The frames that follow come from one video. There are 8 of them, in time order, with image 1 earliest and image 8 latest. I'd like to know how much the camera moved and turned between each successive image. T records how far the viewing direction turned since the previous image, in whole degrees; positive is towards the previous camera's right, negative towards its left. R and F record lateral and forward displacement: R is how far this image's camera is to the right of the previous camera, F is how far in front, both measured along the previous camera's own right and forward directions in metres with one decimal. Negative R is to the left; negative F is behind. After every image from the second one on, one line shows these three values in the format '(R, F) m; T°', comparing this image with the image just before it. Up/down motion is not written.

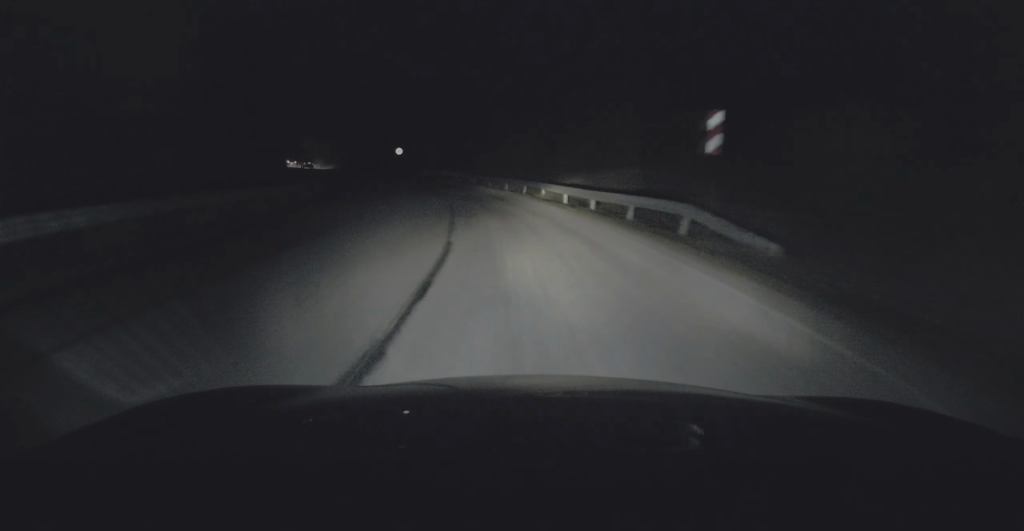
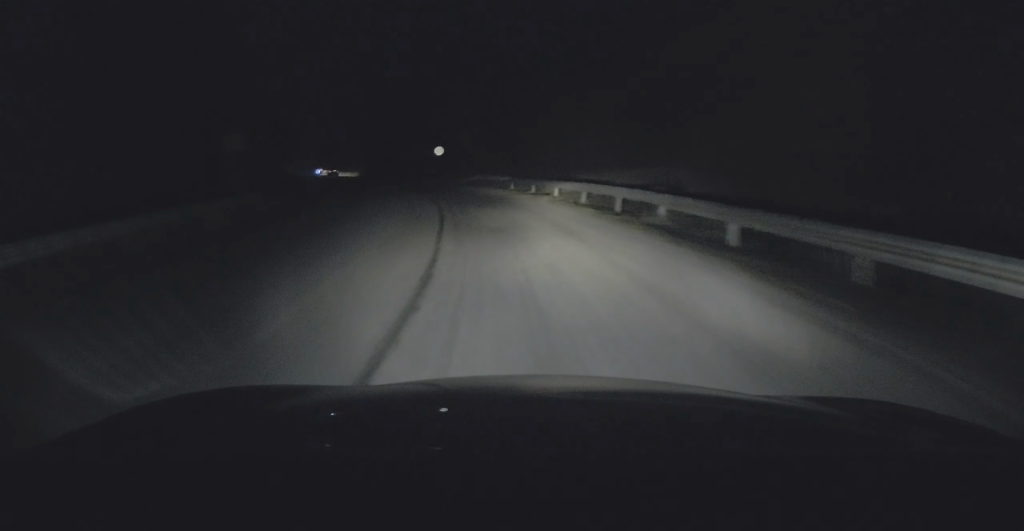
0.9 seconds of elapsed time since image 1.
(-0.1, +13.9) m; -7°
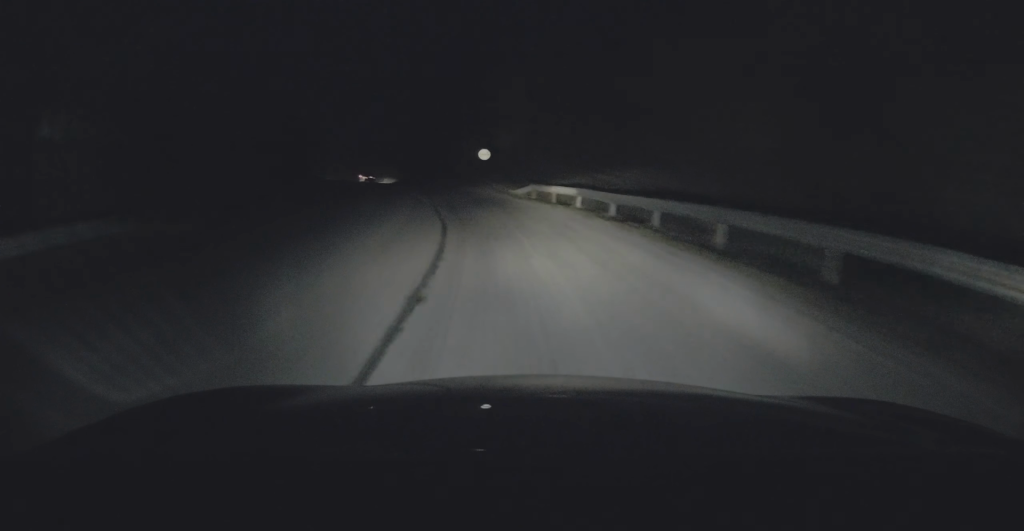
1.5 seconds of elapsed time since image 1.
(-1.0, +10.1) m; -5°
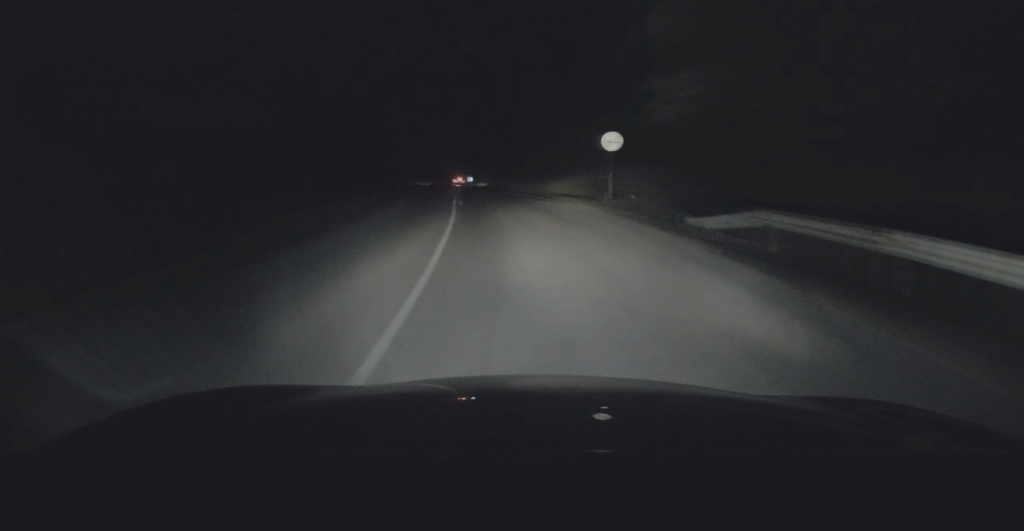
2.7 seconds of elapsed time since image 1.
(-1.3, +19.2) m; -7°
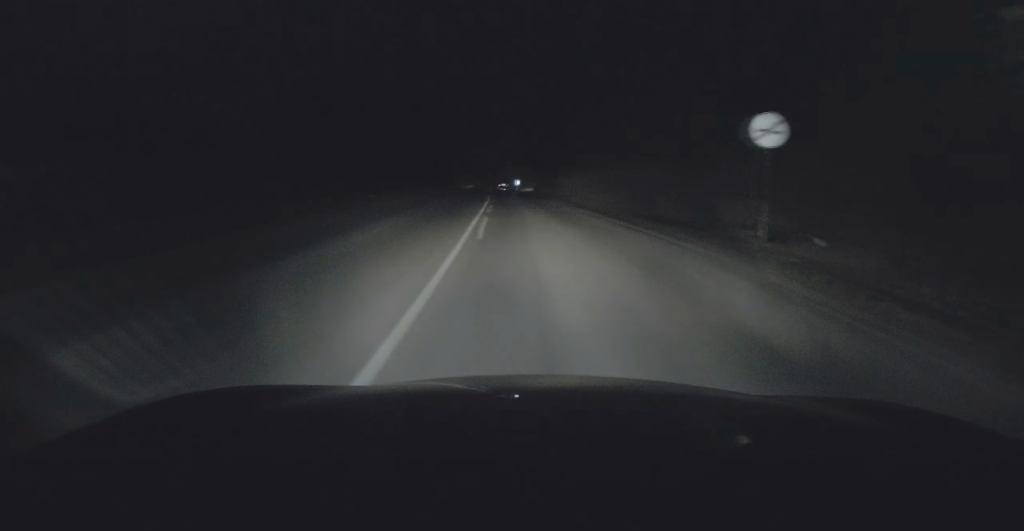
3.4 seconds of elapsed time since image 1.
(-0.4, +11.3) m; -3°
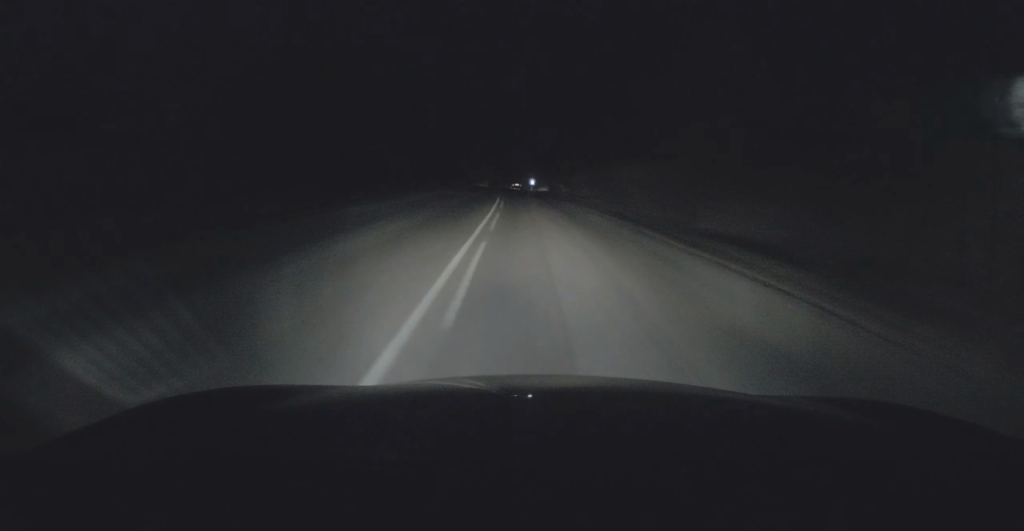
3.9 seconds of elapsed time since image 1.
(-0.3, +7.7) m; -2°
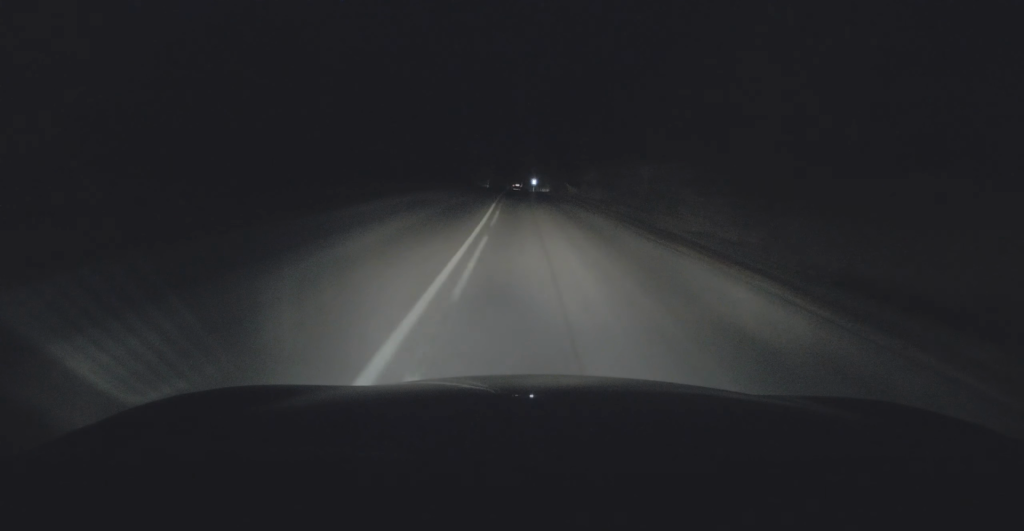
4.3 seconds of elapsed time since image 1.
(-0.1, +7.1) m; 0°
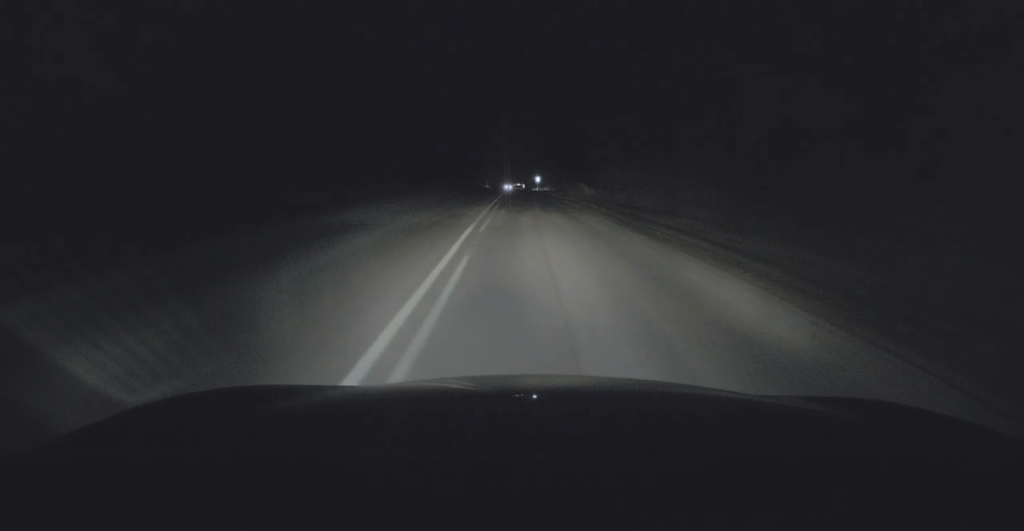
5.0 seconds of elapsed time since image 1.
(0.0, +12.0) m; 0°
